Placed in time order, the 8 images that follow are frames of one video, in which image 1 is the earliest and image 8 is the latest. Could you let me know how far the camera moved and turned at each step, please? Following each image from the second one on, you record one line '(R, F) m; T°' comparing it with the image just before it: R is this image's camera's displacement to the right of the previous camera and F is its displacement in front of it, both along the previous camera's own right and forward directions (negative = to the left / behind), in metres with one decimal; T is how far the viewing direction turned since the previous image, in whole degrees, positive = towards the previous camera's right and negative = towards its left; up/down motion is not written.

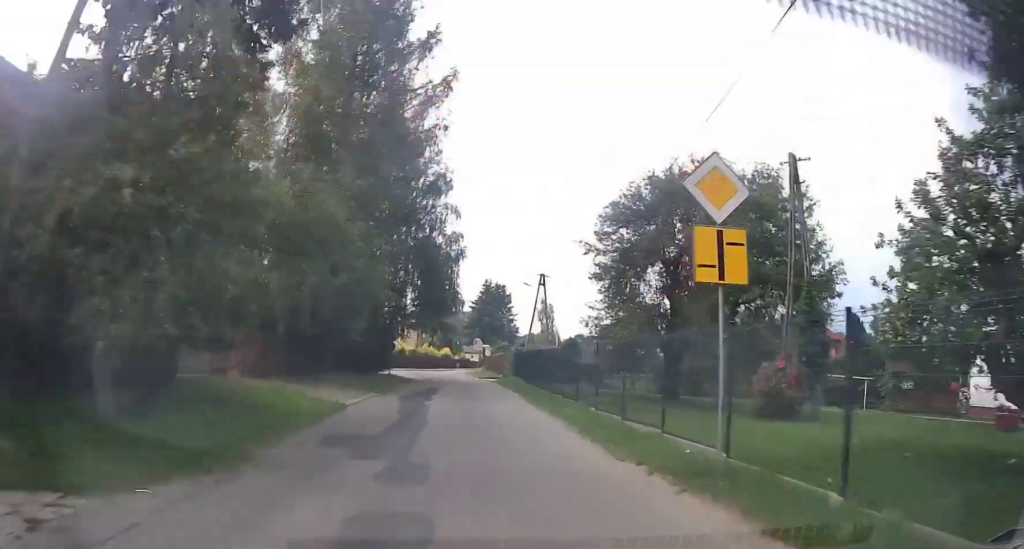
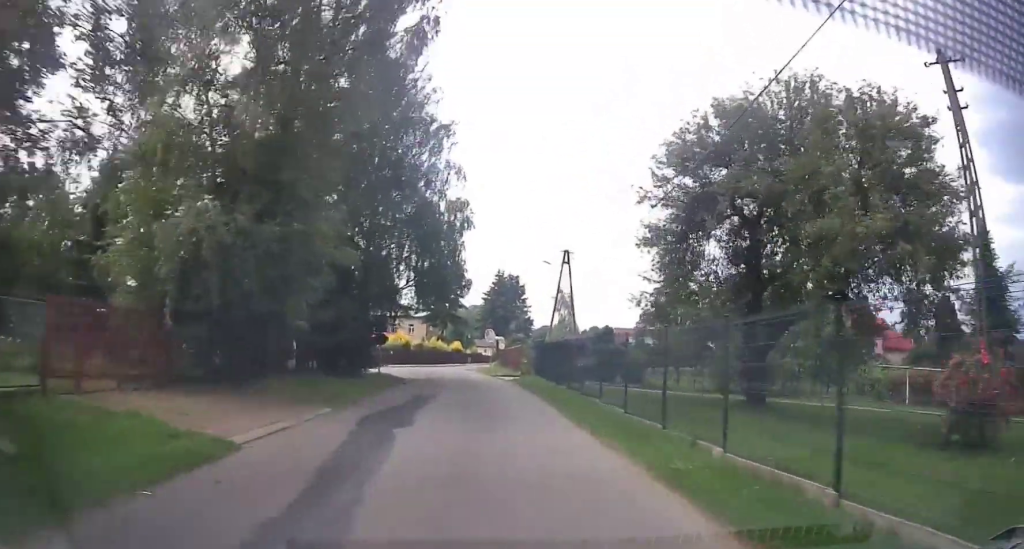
(0.0, +7.5) m; 0°
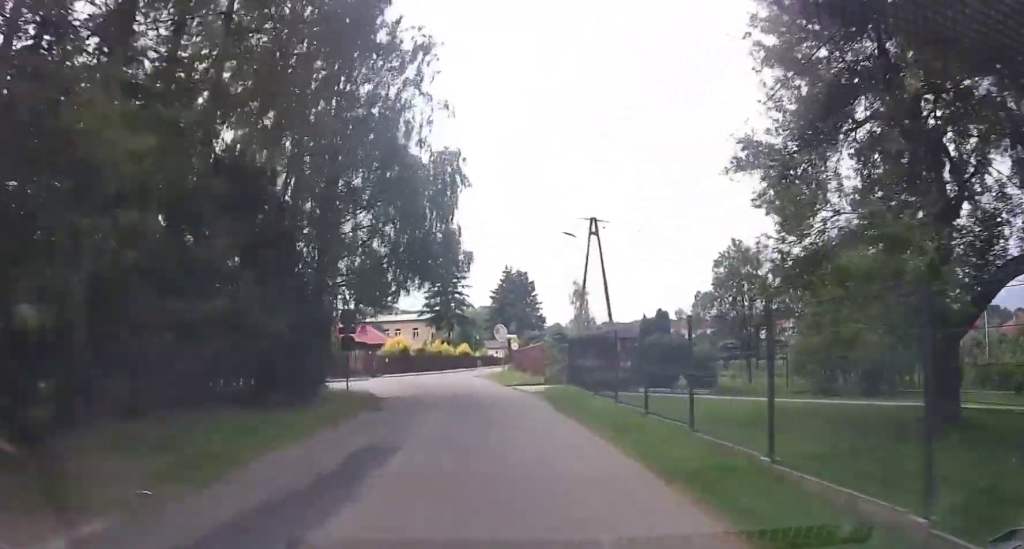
(0.0, +8.4) m; -4°
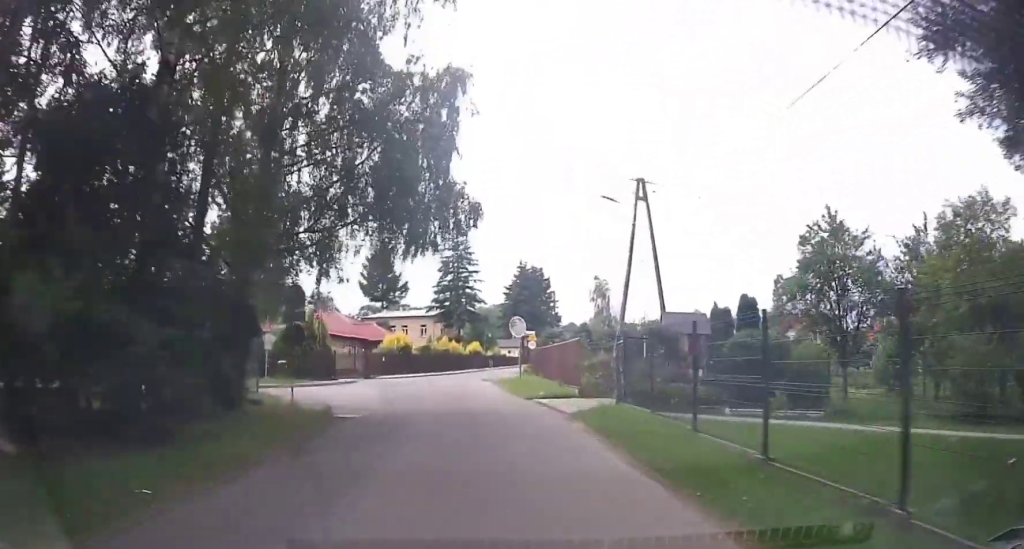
(-0.2, +7.4) m; -5°
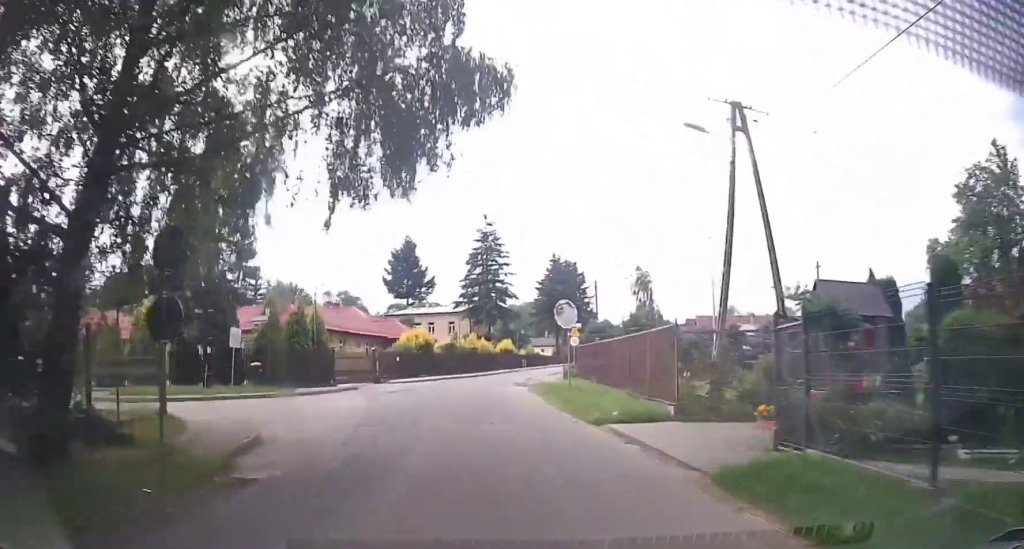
(-0.7, +7.2) m; -4°
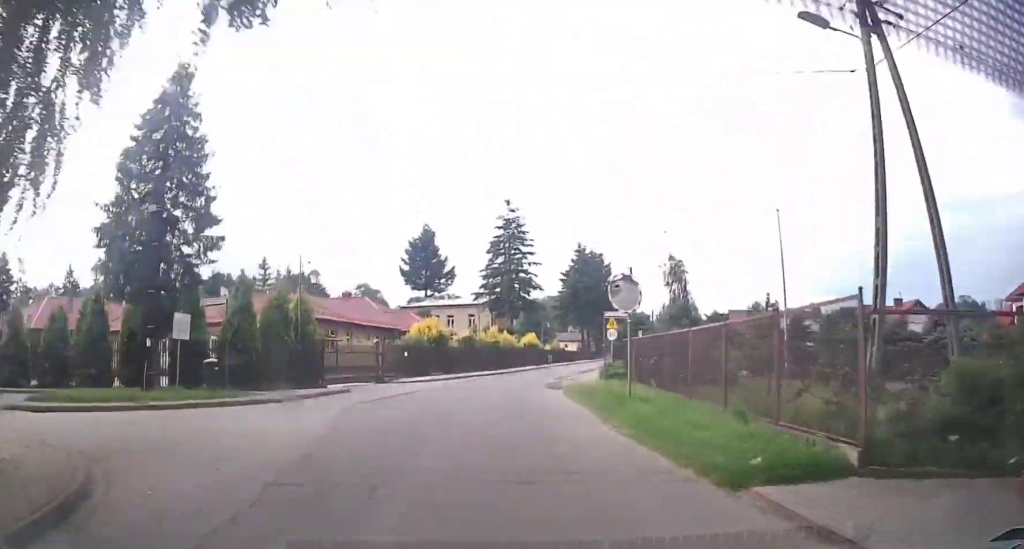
(0.0, +5.9) m; 0°
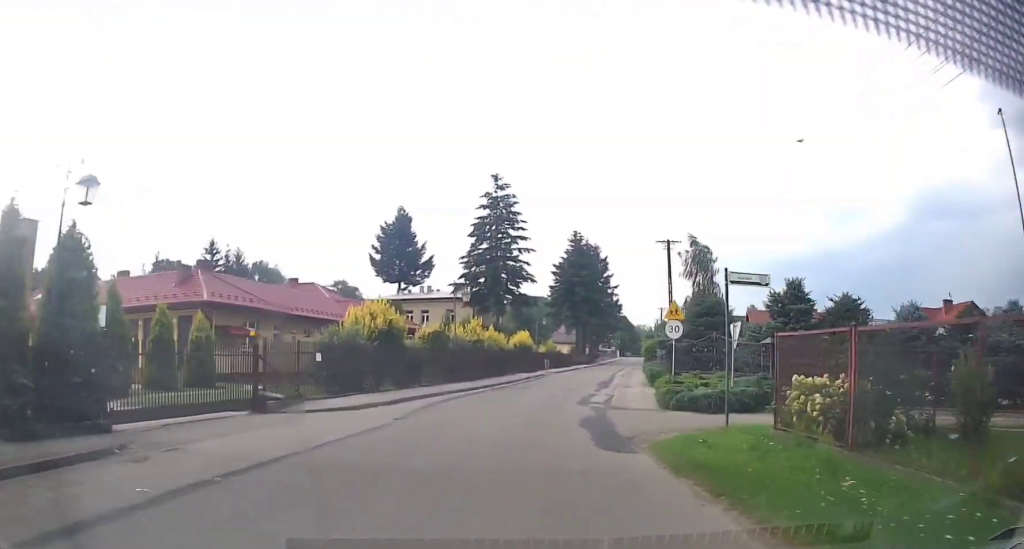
(+0.1, +15.1) m; +4°
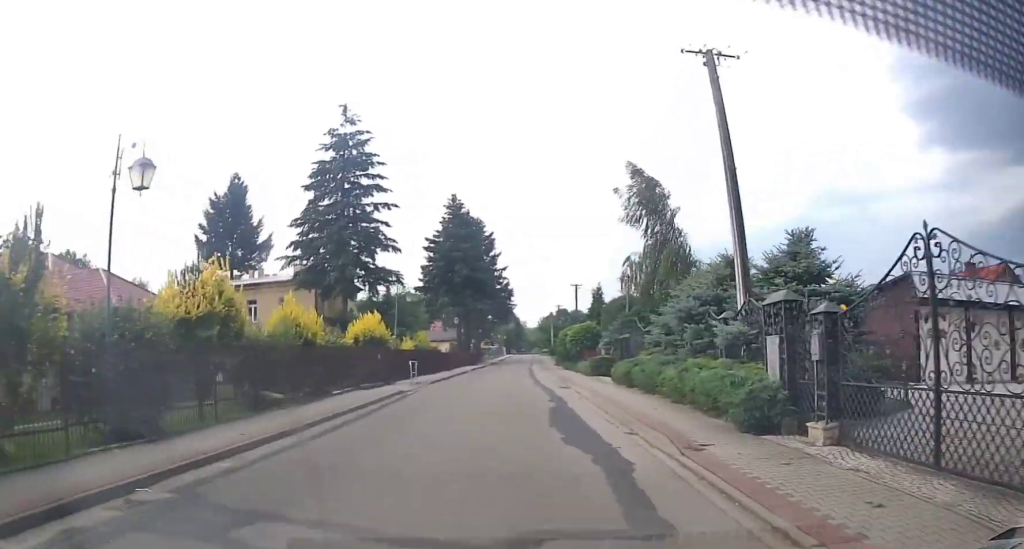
(+3.6, +24.4) m; +14°
